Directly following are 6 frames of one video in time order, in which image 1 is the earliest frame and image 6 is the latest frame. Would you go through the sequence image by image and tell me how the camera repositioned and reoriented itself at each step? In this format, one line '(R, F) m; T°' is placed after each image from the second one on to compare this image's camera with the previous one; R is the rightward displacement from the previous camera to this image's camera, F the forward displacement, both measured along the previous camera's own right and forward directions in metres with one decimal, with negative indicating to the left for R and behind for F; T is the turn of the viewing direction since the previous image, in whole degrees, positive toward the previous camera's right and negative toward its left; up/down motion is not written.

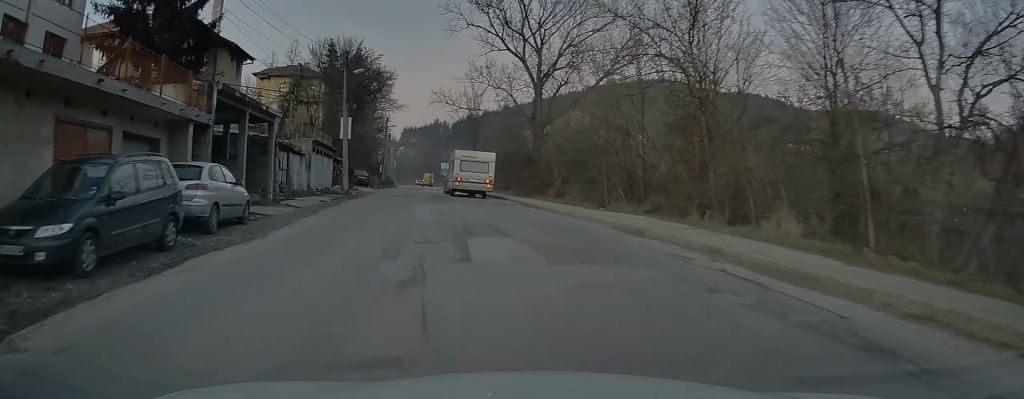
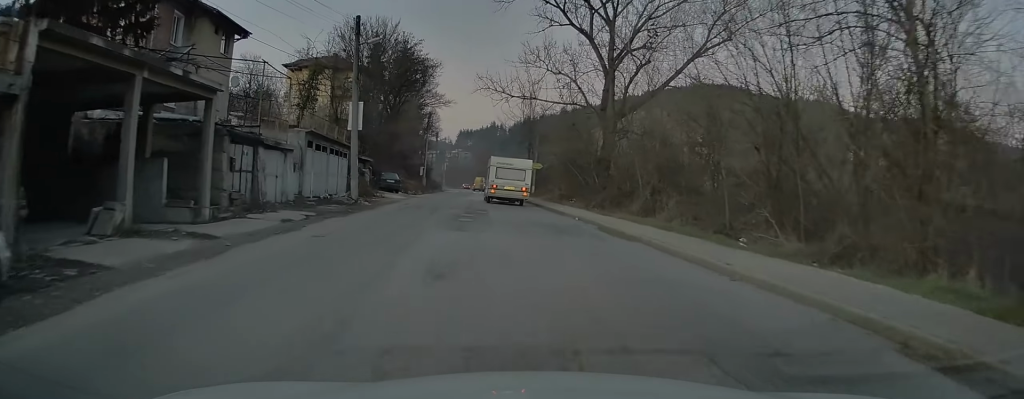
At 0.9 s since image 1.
(-0.6, +10.4) m; -4°
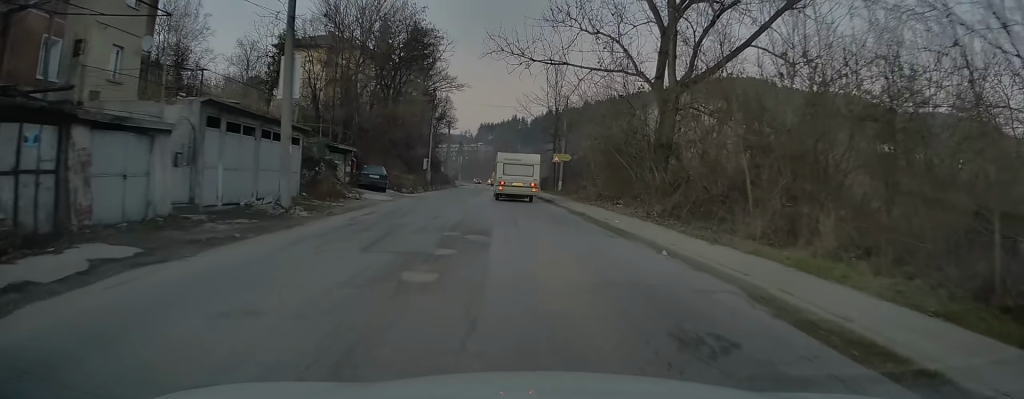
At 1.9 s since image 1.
(-0.1, +11.2) m; 0°
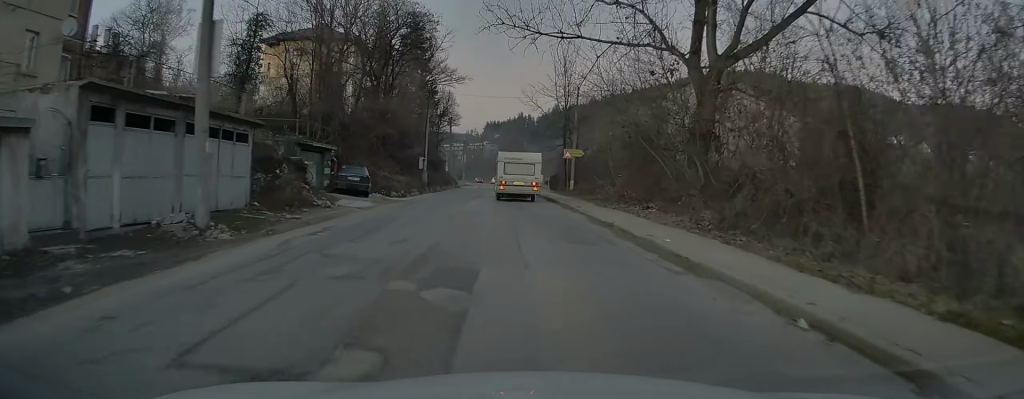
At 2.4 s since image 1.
(0.0, +5.5) m; 0°
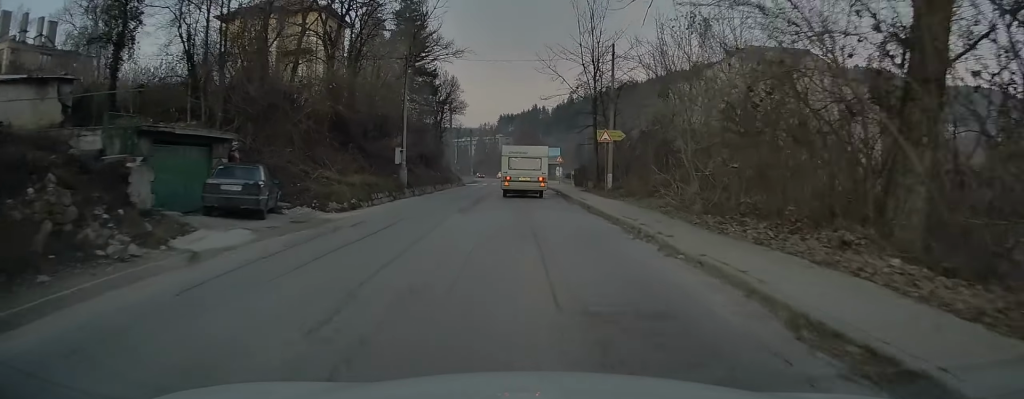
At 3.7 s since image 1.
(+0.1, +13.6) m; 0°
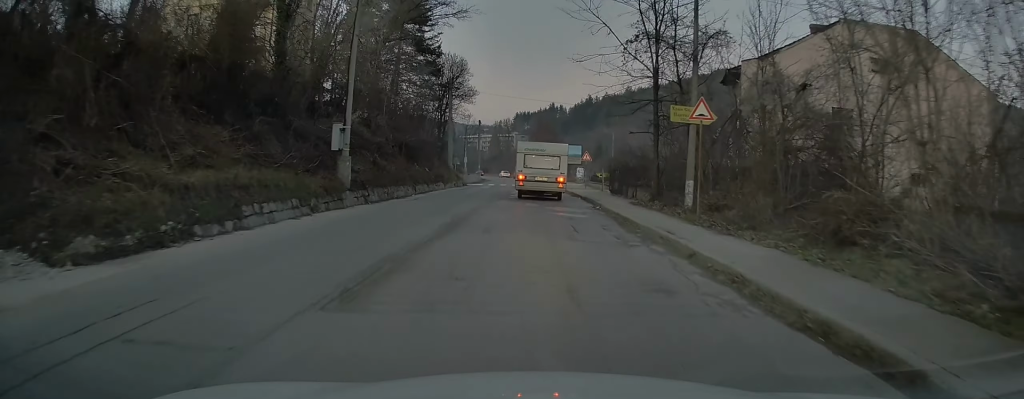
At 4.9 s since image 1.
(-0.2, +13.4) m; -2°
